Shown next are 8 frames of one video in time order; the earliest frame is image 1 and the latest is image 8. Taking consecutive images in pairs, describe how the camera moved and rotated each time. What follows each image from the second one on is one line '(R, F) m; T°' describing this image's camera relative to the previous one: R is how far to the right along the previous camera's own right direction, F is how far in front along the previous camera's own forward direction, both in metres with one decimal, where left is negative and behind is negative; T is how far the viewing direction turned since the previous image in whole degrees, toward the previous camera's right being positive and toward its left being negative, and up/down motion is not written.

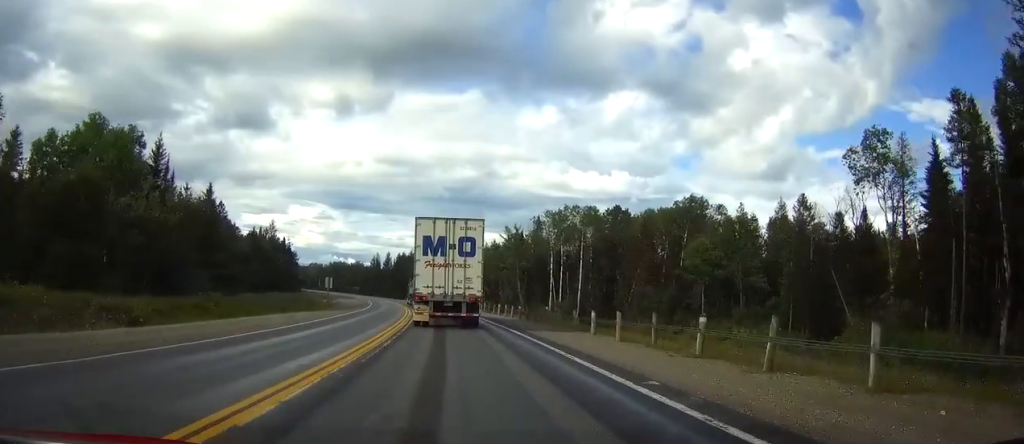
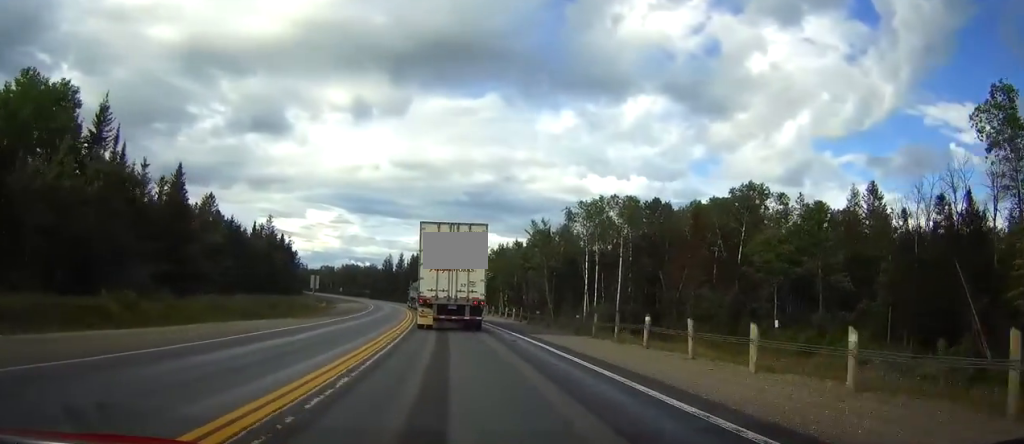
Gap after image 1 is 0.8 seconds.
(0.0, +17.6) m; 0°
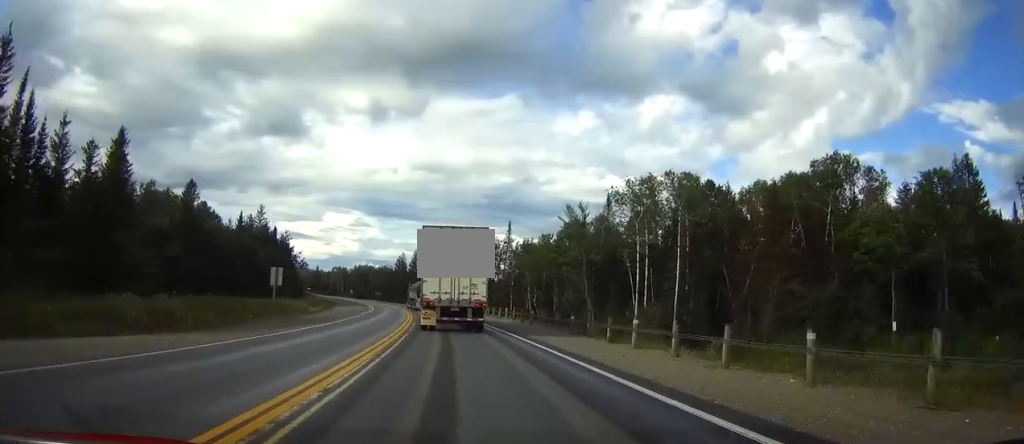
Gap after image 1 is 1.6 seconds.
(0.0, +20.0) m; 0°
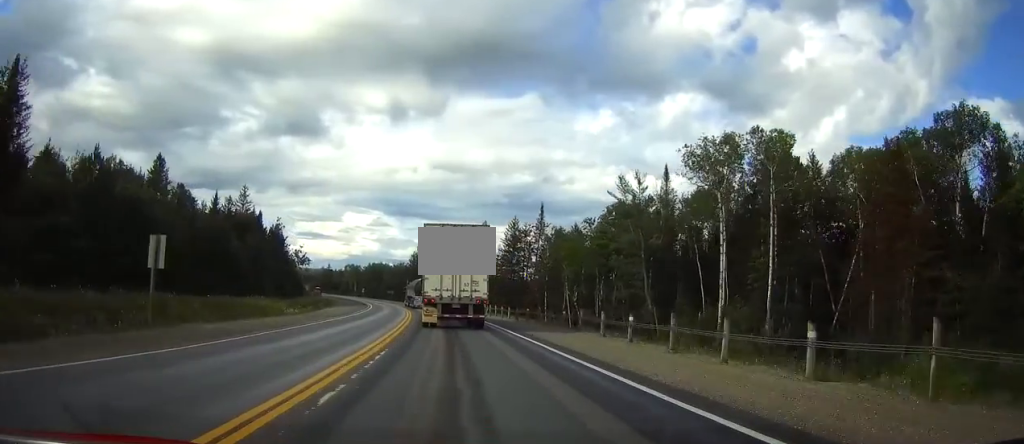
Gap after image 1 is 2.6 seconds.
(0.0, +21.5) m; 0°
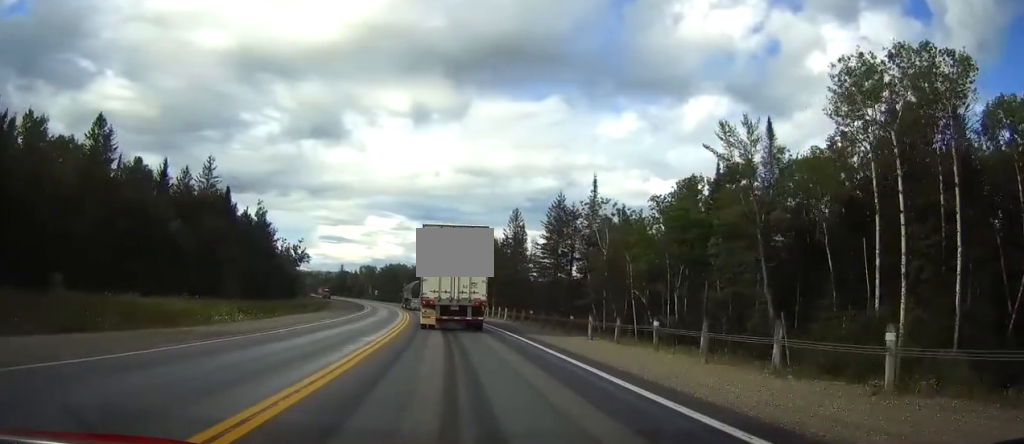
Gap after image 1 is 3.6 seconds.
(0.0, +24.5) m; 0°
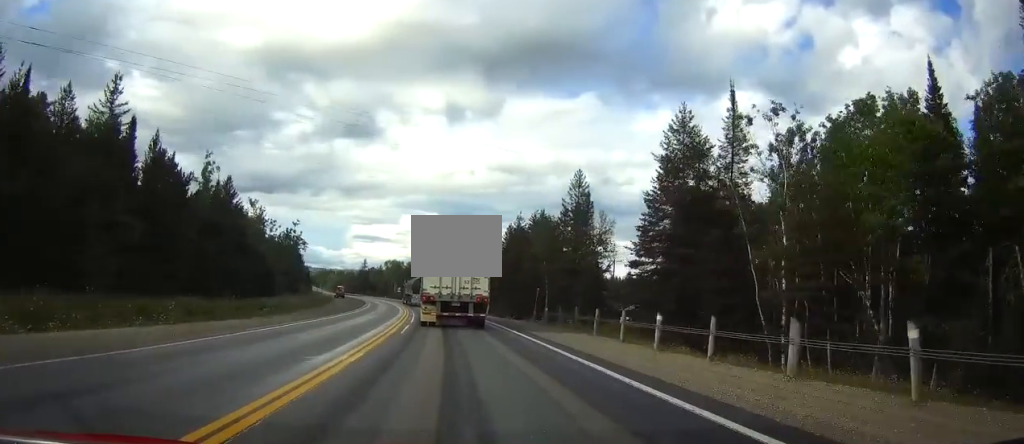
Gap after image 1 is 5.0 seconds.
(0.0, +32.2) m; 0°
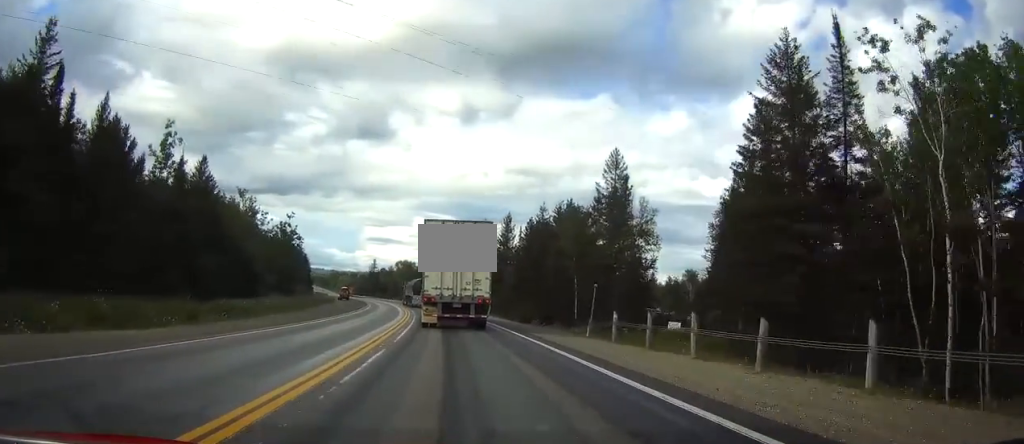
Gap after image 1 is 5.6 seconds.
(0.0, +13.0) m; 0°
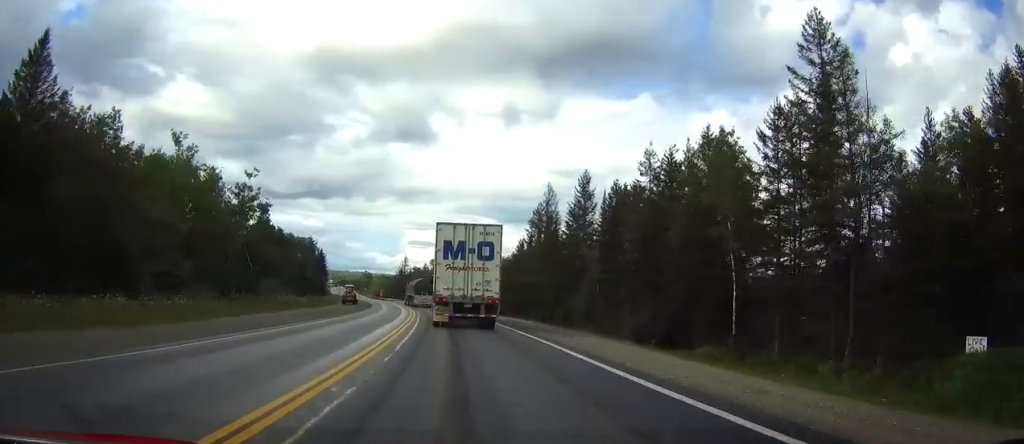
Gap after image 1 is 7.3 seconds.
(0.0, +38.2) m; 0°
